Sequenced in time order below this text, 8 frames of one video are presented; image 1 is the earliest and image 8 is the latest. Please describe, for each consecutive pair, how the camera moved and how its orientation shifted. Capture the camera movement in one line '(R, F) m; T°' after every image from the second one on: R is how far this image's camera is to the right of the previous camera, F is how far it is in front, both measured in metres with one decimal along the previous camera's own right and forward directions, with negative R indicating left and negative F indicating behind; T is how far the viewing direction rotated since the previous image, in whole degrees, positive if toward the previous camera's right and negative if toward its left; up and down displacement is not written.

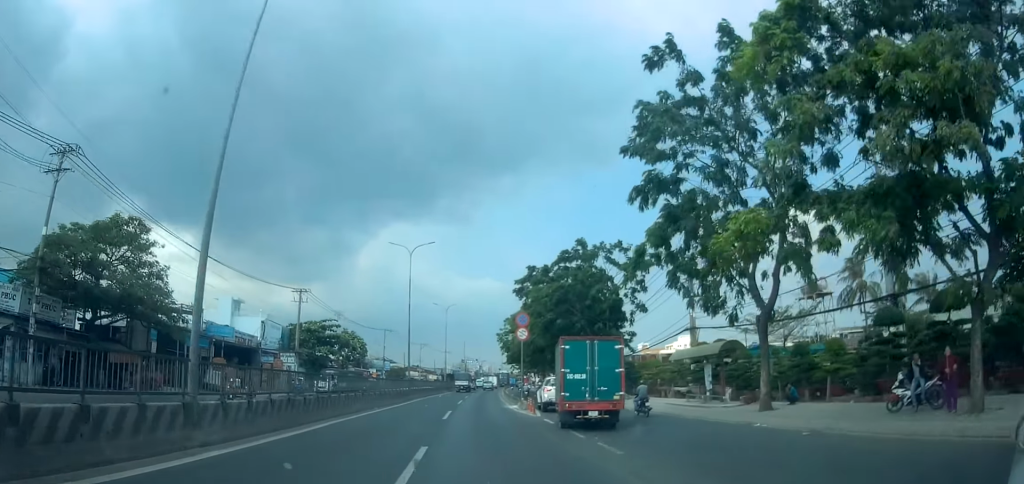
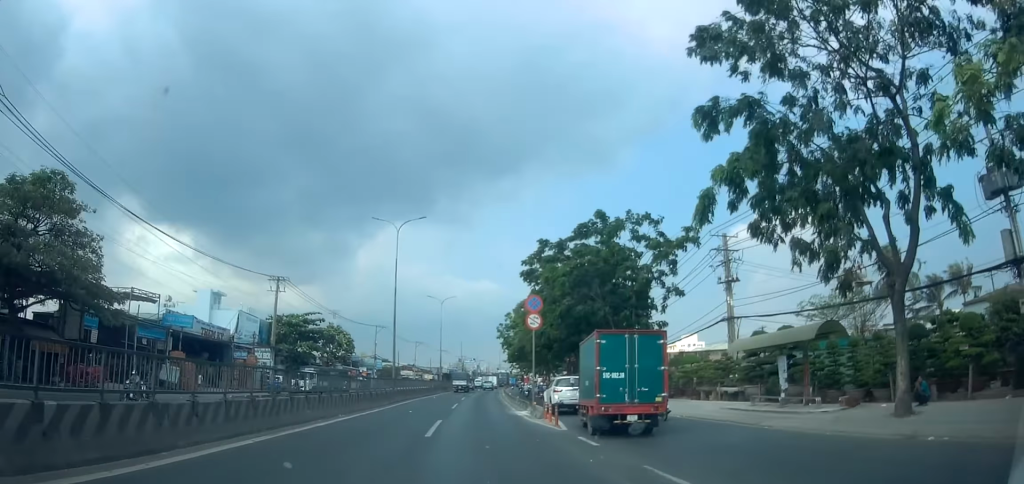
(+0.2, +7.2) m; +1°
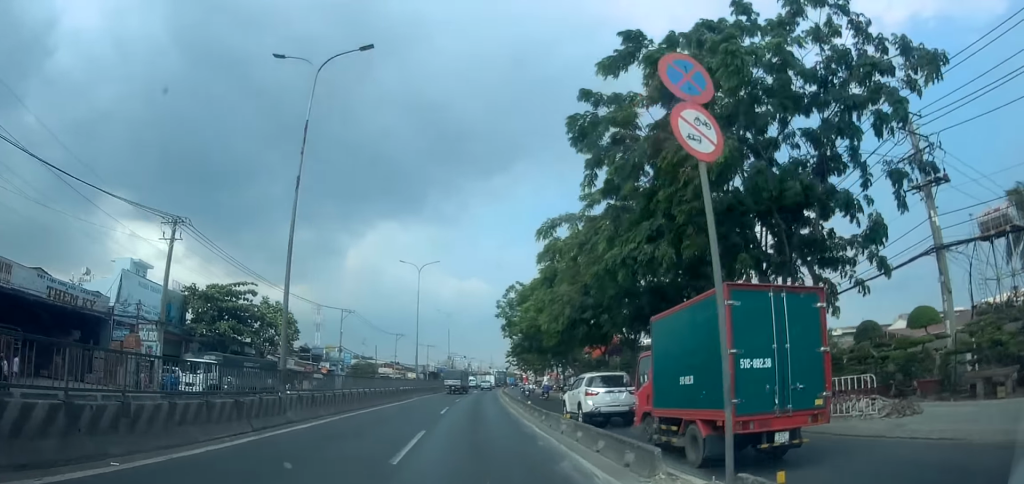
(0.0, +20.4) m; 0°
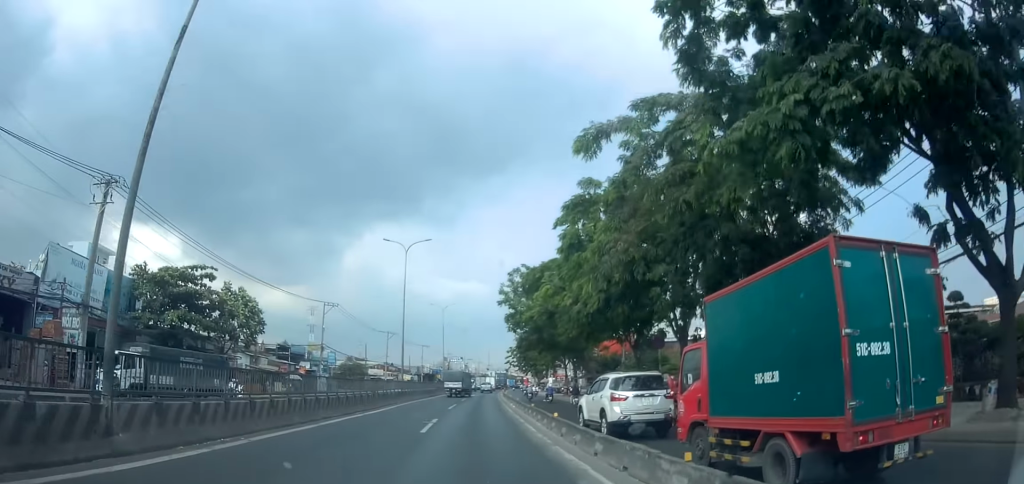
(0.0, +8.4) m; 0°
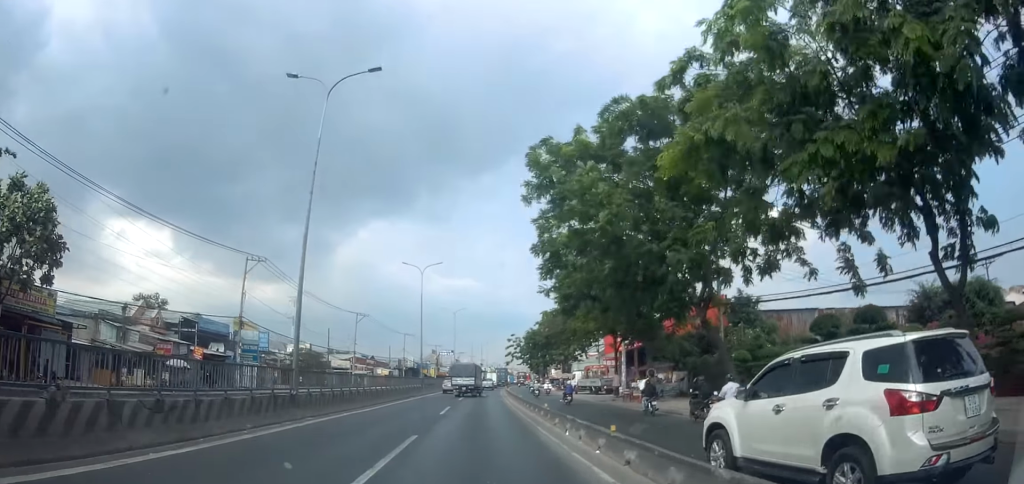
(0.0, +23.8) m; 0°
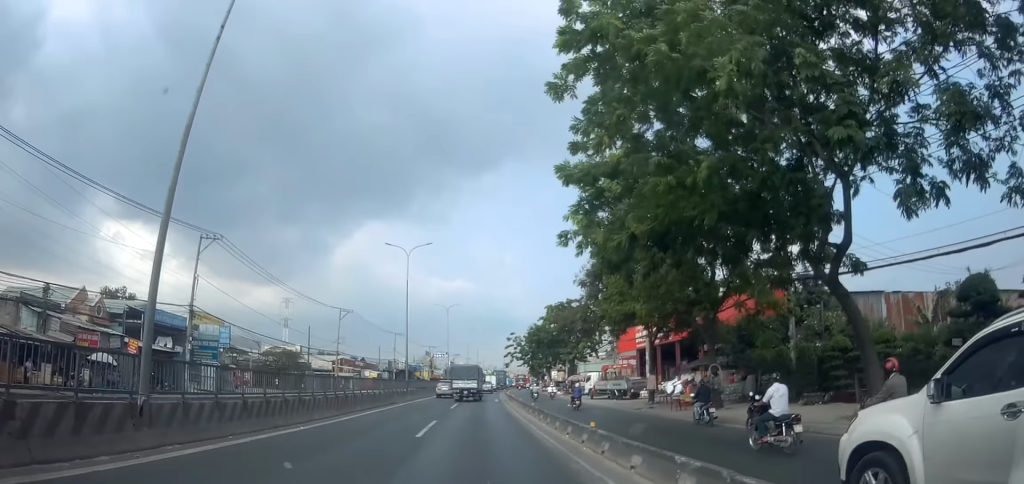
(0.0, +8.2) m; 0°
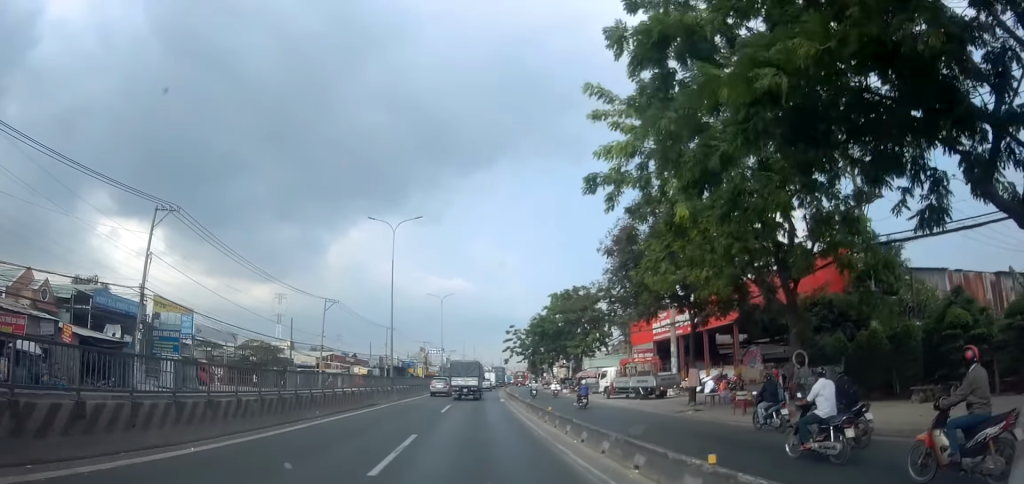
(+0.1, +6.1) m; -1°
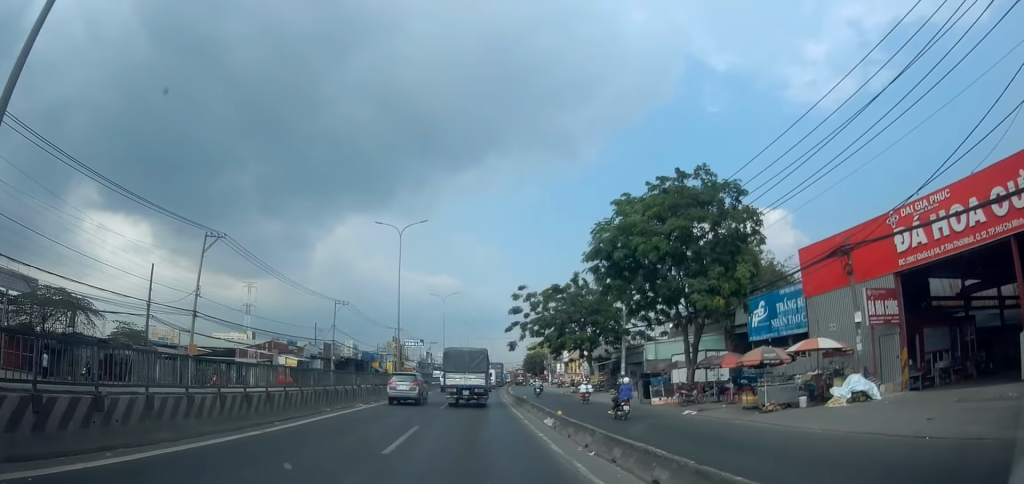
(+0.5, +30.7) m; +7°
